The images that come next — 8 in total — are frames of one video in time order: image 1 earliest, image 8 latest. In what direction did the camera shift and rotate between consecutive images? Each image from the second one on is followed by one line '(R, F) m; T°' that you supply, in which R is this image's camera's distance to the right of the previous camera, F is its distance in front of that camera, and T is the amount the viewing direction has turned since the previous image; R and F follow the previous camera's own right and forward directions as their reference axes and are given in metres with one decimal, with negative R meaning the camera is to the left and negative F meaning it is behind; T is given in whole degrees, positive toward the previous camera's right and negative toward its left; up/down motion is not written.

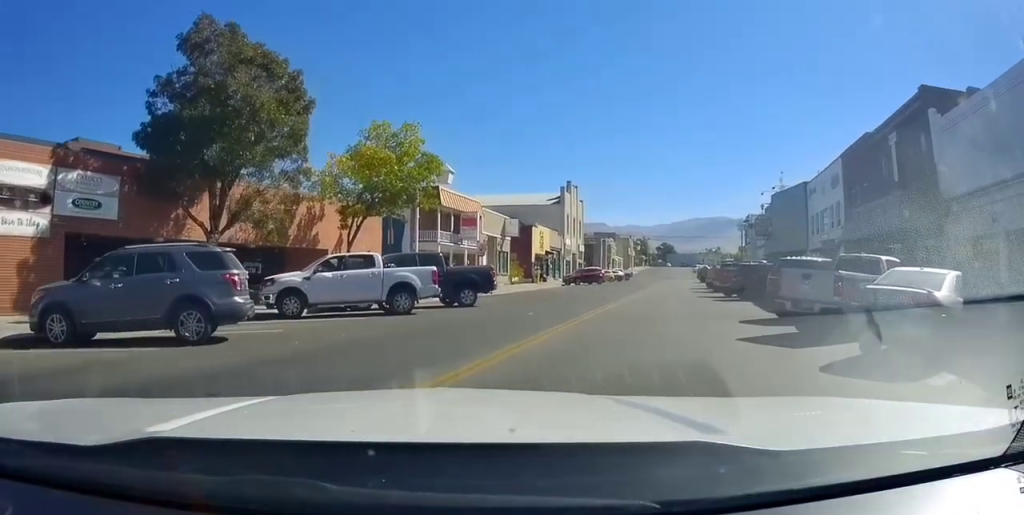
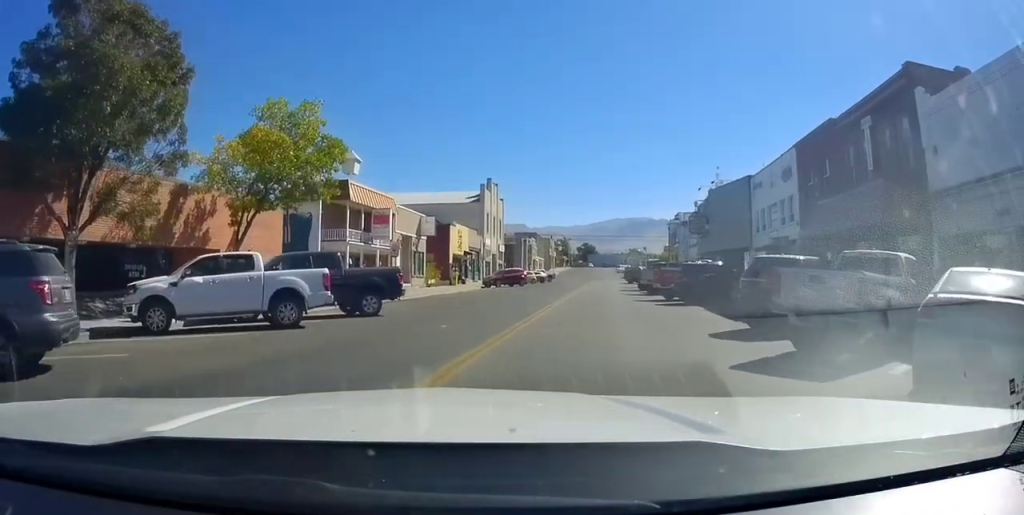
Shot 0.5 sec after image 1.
(+0.4, +2.8) m; +9°
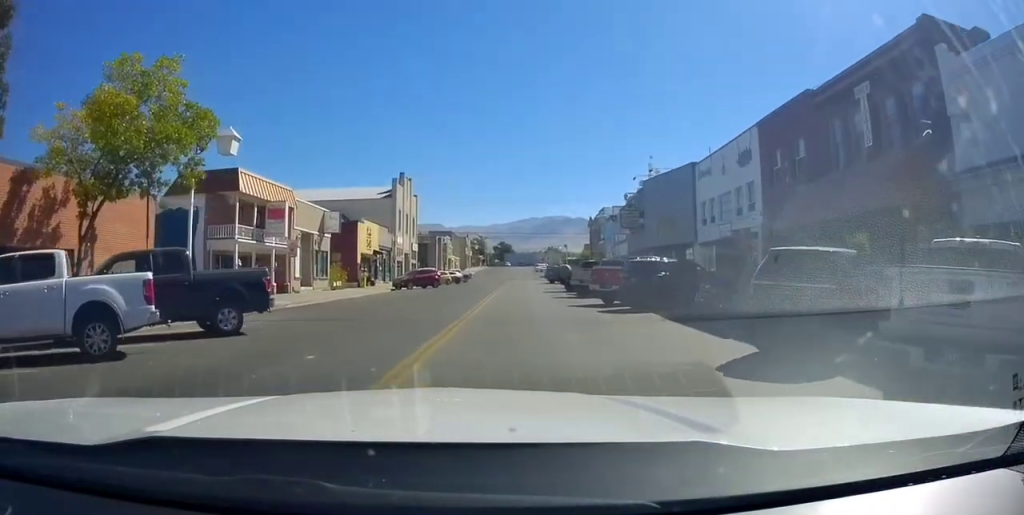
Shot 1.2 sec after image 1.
(+0.4, +3.9) m; +8°
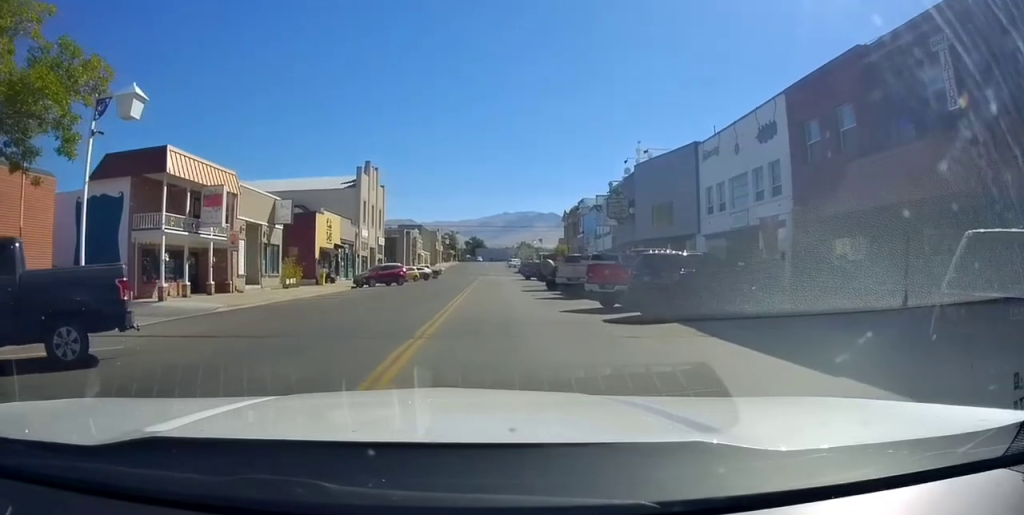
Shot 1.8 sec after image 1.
(+0.1, +4.6) m; +5°
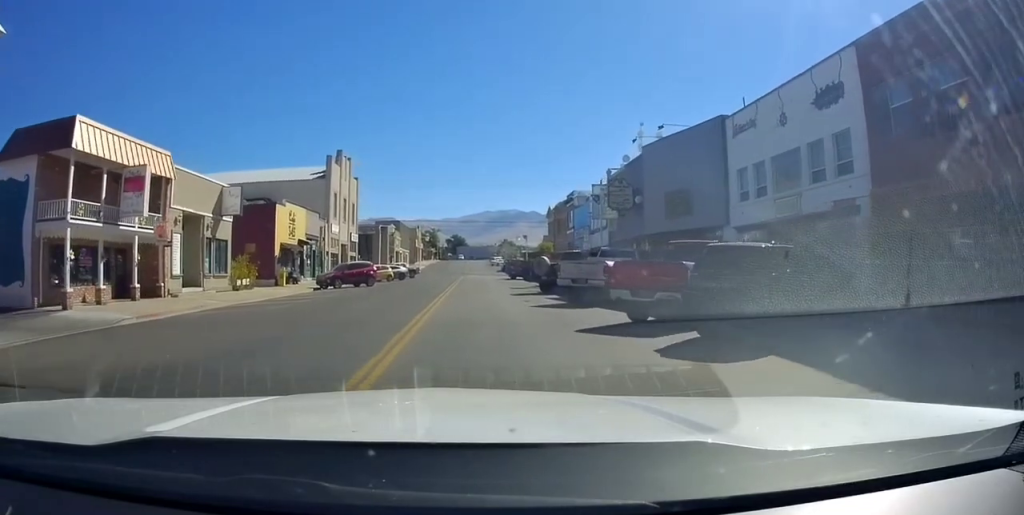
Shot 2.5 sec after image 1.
(+0.3, +5.4) m; +4°
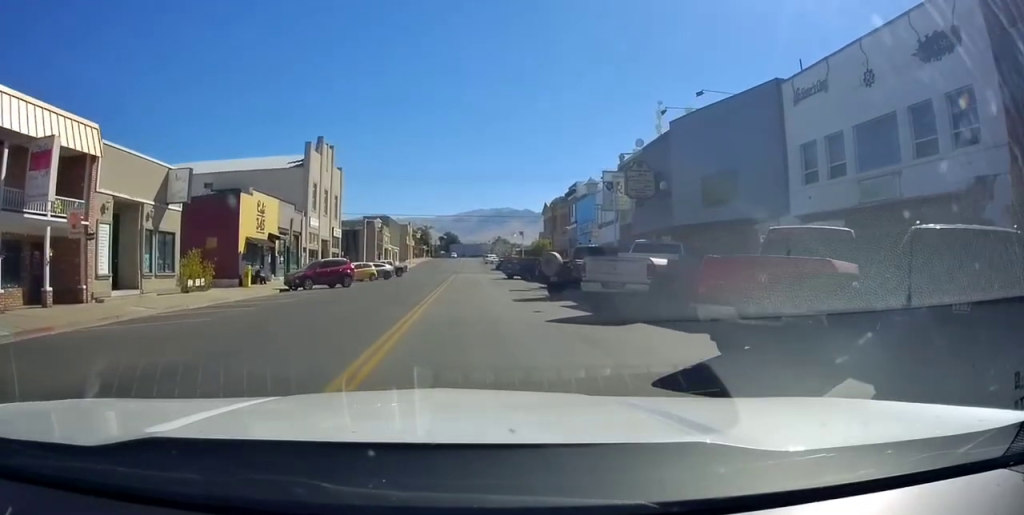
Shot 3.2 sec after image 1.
(+0.3, +5.4) m; +2°
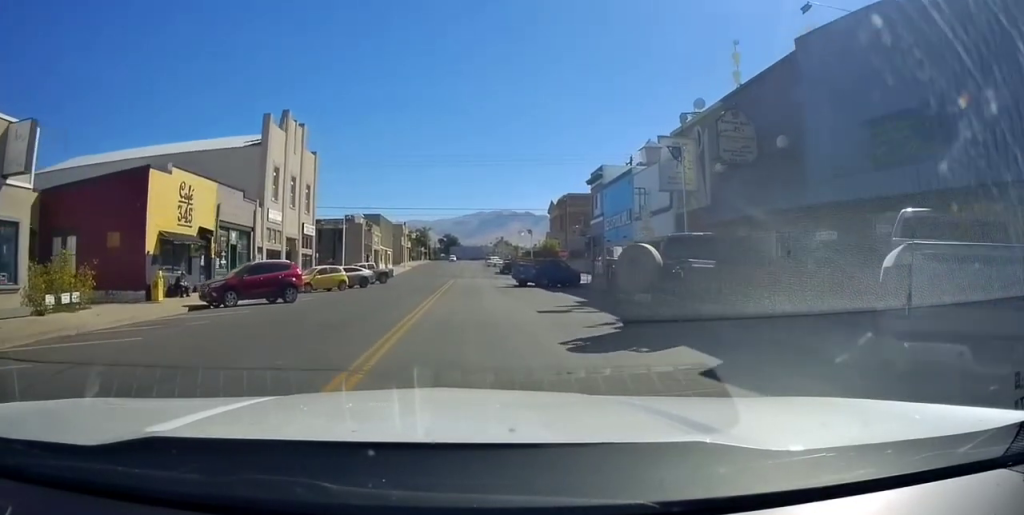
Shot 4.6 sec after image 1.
(-0.5, +11.2) m; -4°
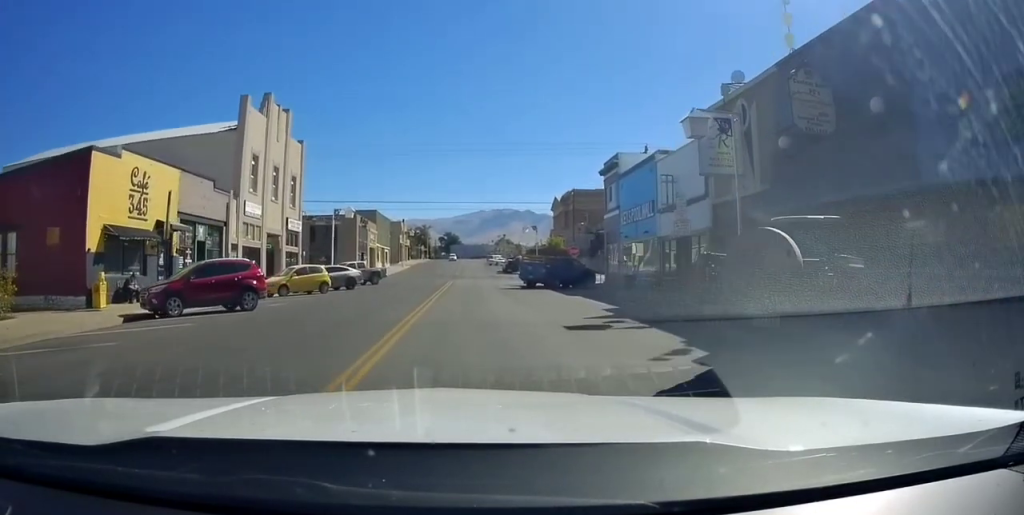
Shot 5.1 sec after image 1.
(-0.2, +4.7) m; 0°
